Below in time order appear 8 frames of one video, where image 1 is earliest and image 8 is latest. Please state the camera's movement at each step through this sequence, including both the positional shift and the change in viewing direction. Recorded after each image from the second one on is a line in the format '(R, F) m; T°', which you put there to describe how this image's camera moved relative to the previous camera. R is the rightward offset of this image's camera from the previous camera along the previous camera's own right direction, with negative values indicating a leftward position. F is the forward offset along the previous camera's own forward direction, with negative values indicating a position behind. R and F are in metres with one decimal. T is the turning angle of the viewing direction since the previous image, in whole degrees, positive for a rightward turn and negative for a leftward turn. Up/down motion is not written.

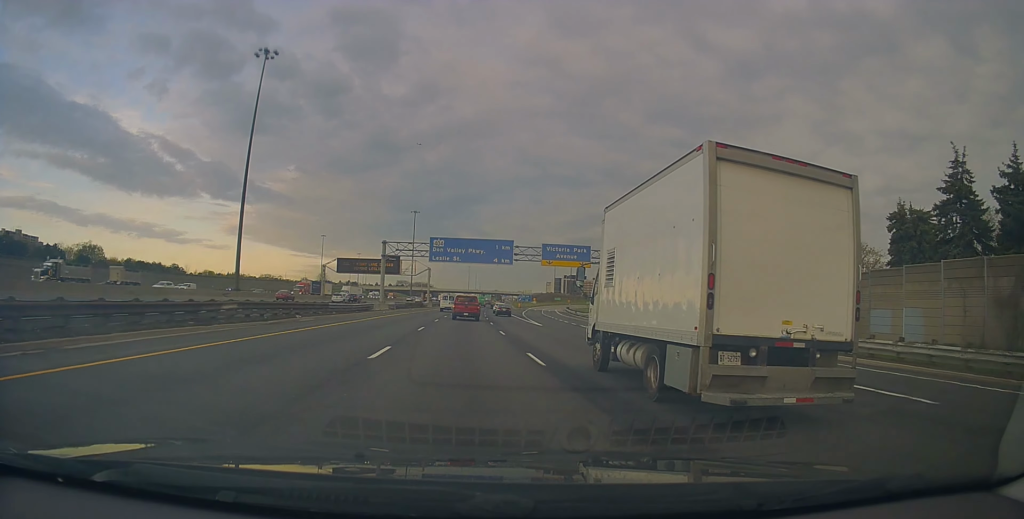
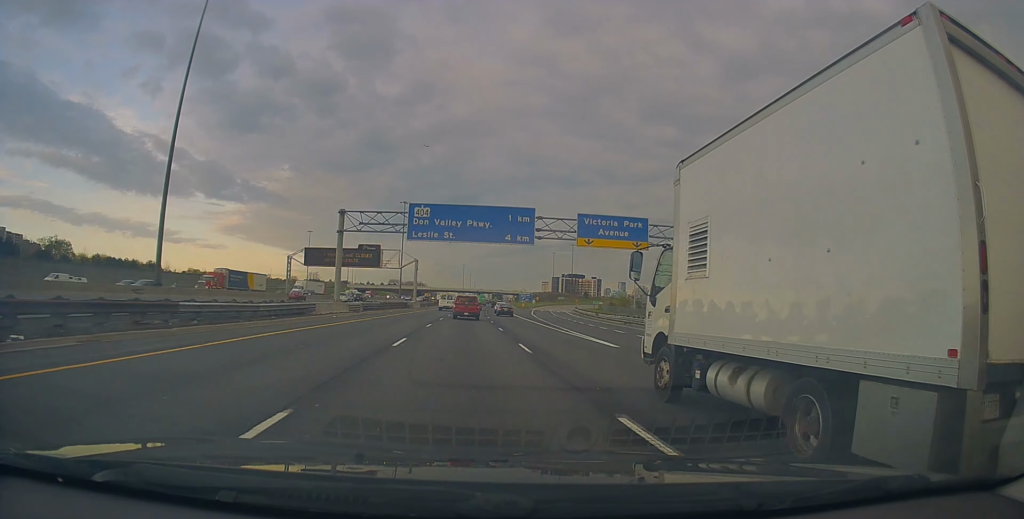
(-0.1, +20.9) m; +1°
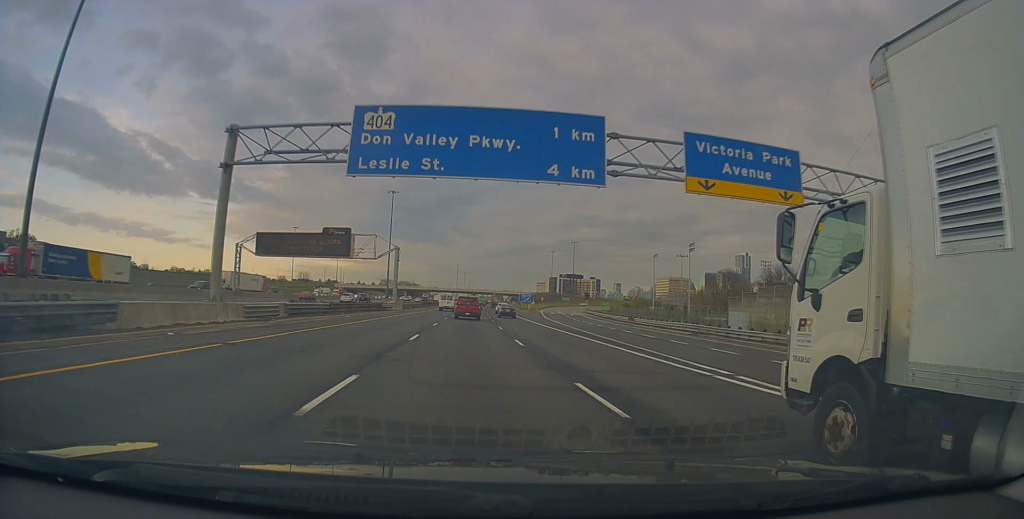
(0.0, +21.4) m; +1°
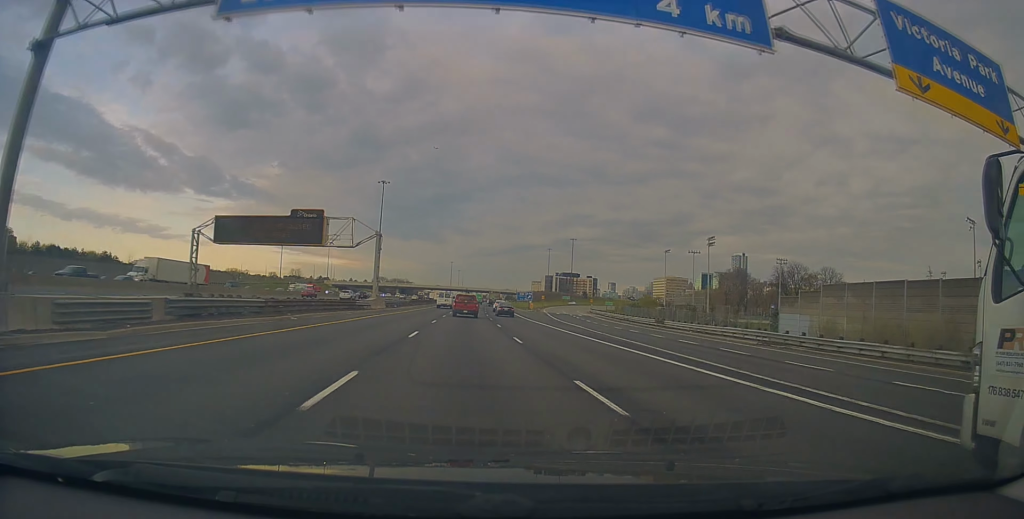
(+0.3, +11.4) m; +1°
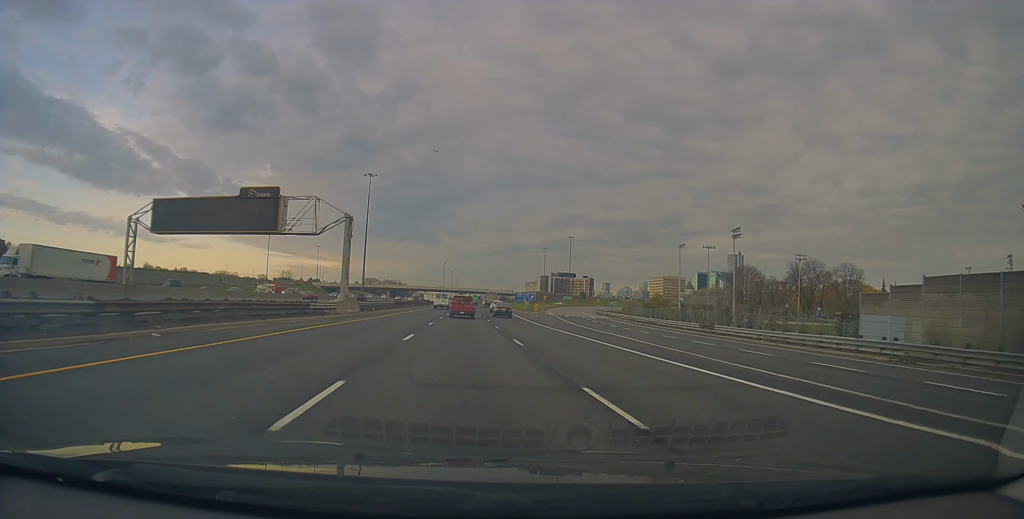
(+0.2, +13.3) m; +1°
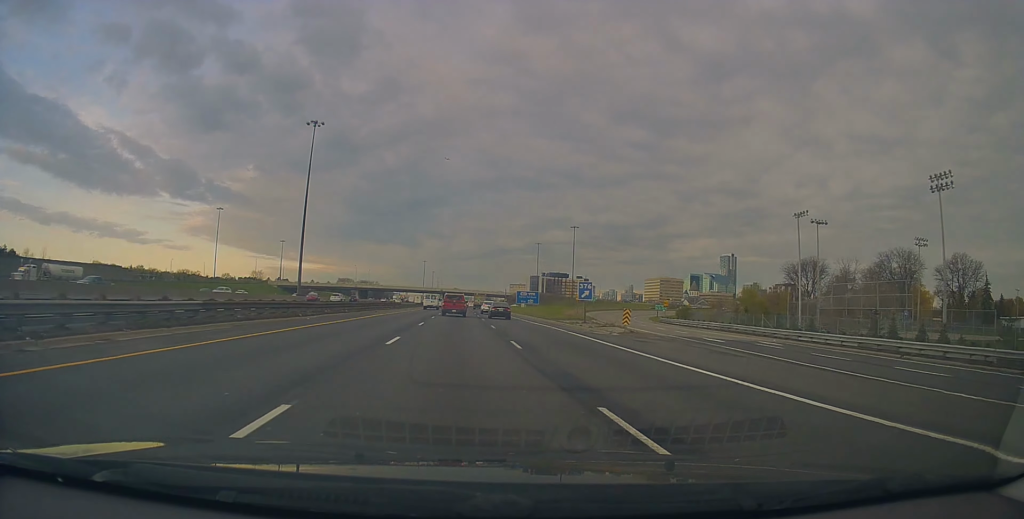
(0.0, +50.1) m; +1°
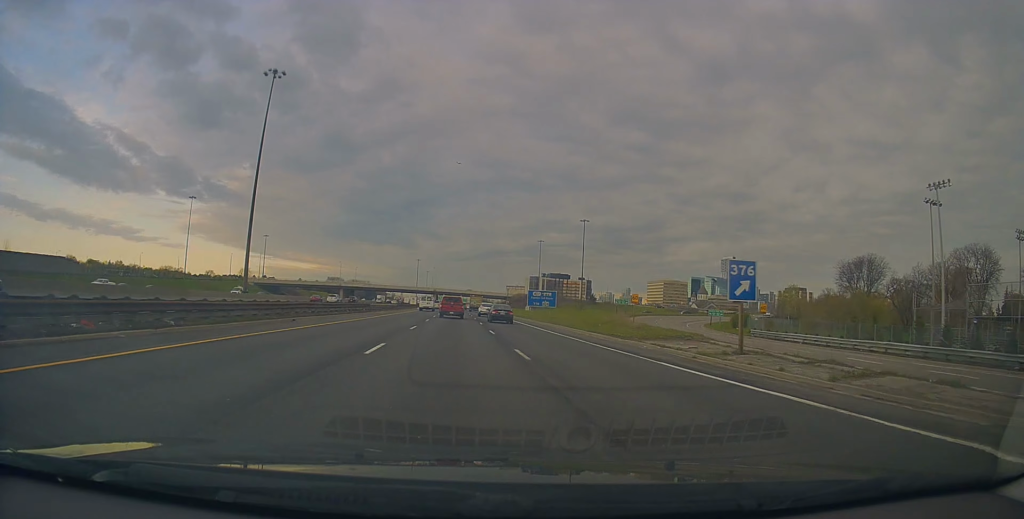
(+0.5, +26.4) m; +1°
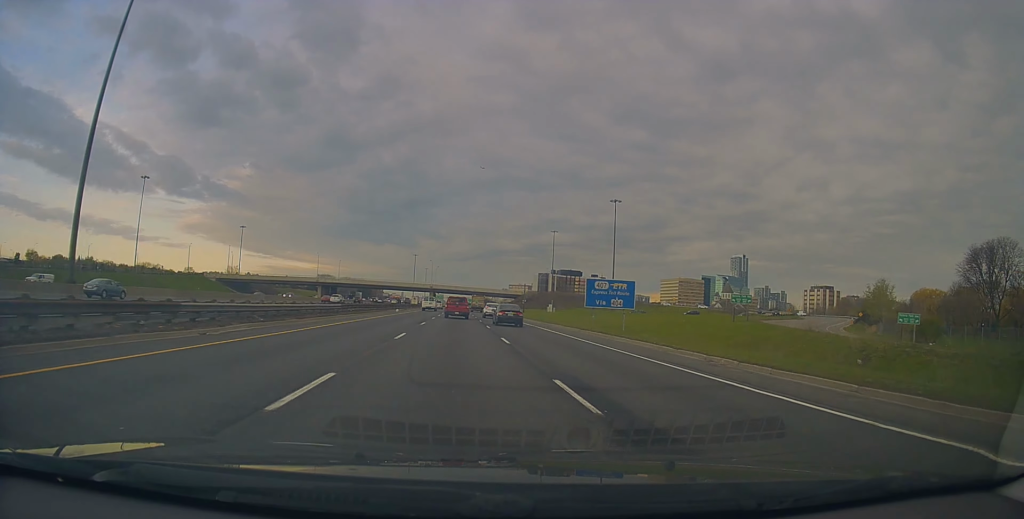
(+0.1, +42.6) m; 0°
